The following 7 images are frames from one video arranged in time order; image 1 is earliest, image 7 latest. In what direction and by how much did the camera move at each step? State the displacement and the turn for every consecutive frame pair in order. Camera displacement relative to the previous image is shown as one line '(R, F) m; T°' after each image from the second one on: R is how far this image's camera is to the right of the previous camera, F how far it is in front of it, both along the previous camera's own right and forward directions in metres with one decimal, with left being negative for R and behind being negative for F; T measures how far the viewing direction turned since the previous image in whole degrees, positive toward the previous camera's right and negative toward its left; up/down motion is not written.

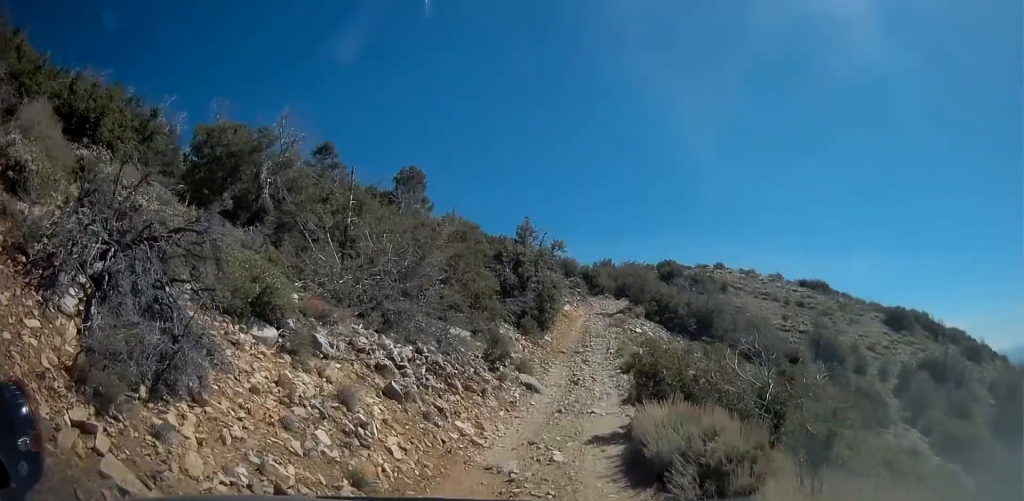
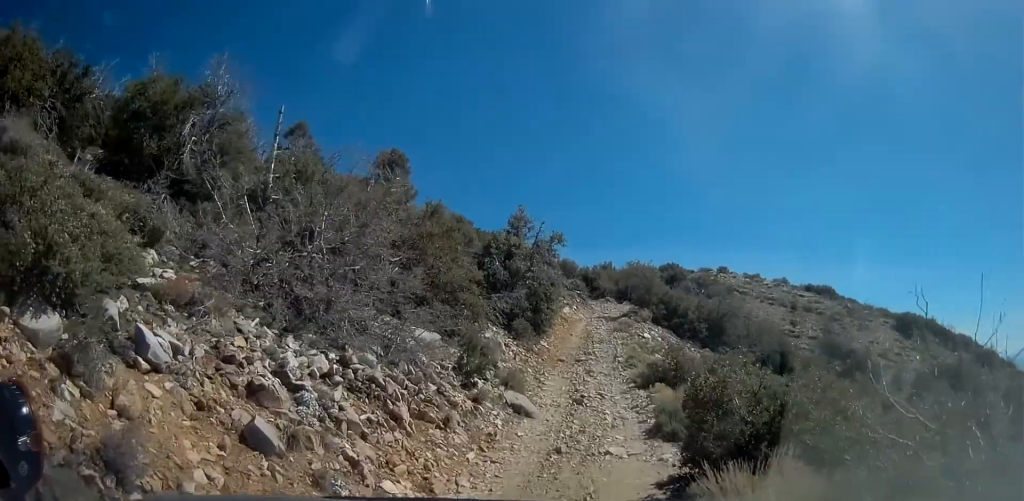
(+0.8, +4.1) m; +2°
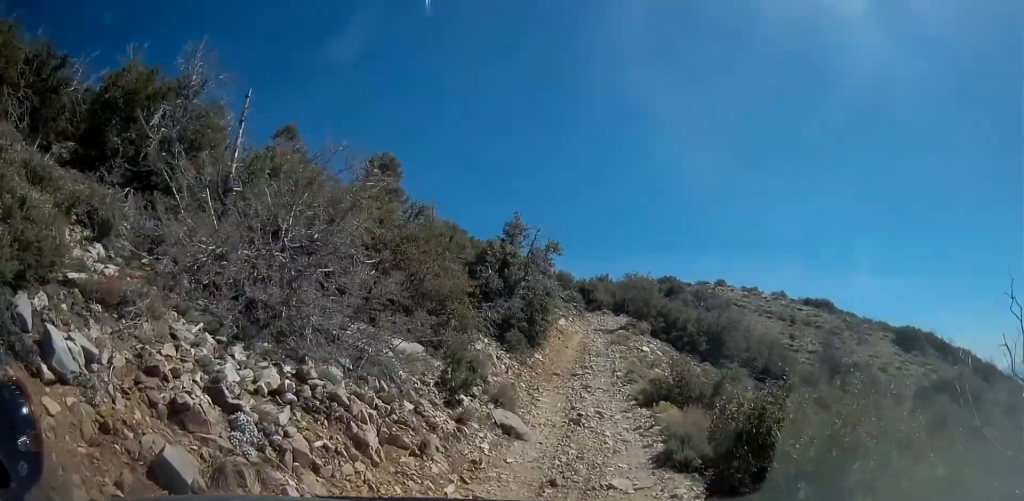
(+0.1, +1.2) m; -4°
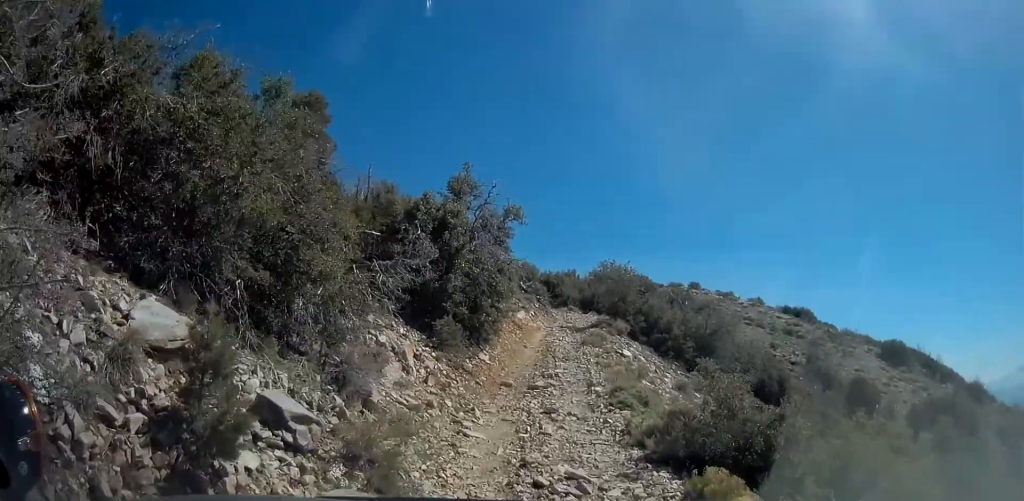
(+0.6, +6.8) m; +18°
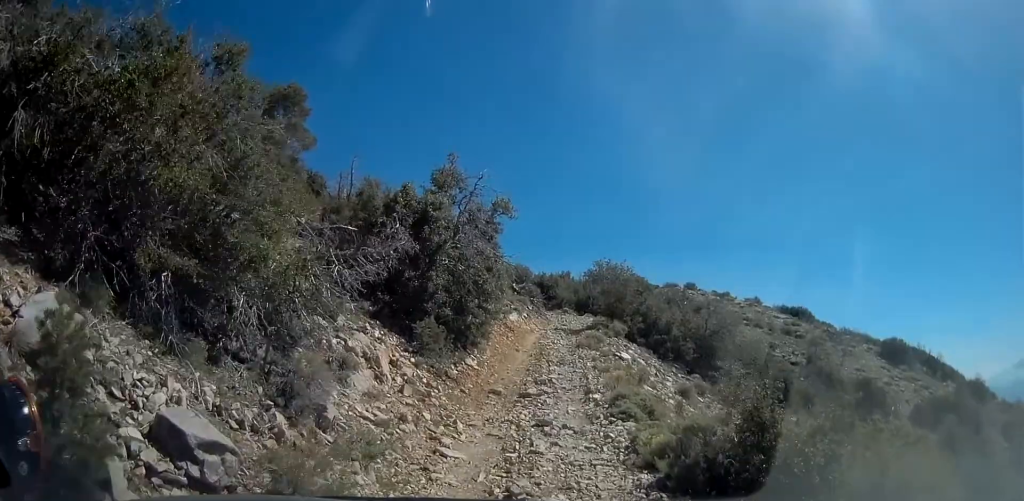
(0.0, +1.5) m; -6°
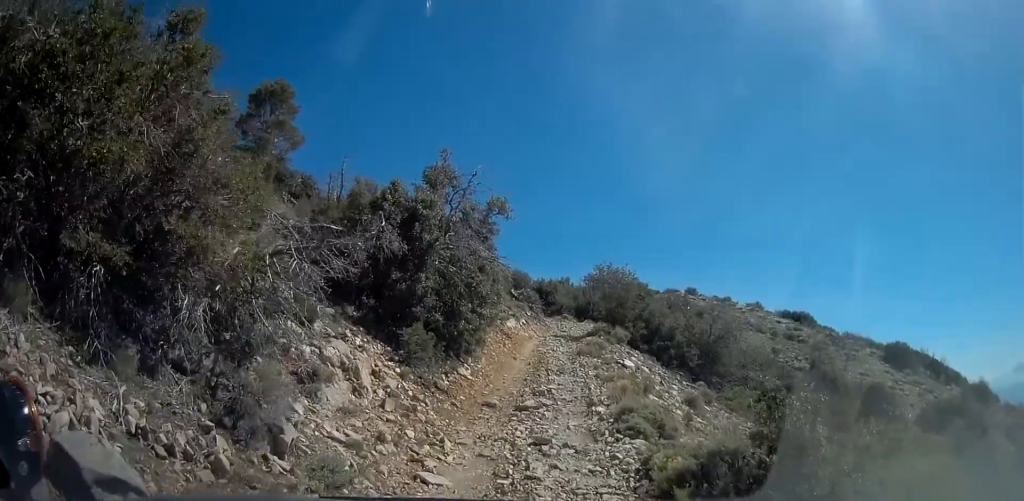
(+0.2, +1.2) m; -8°
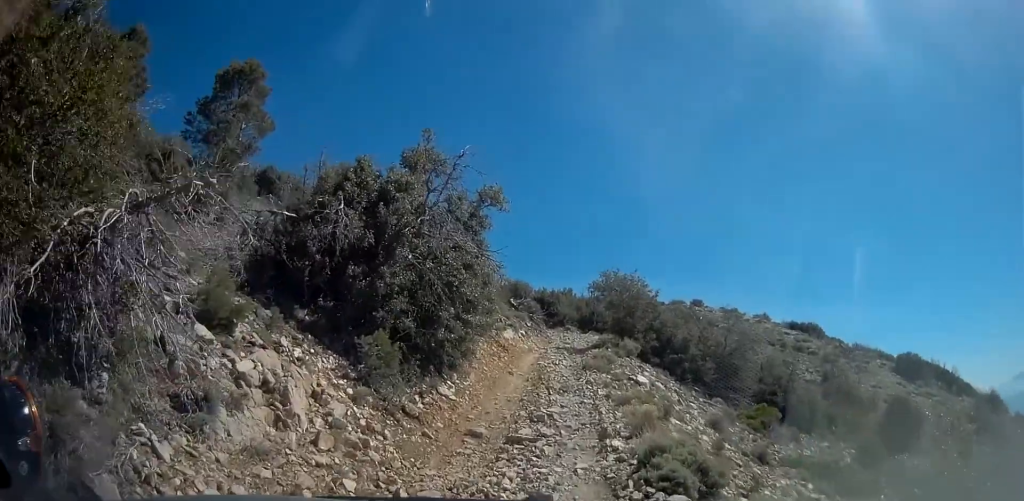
(-0.6, +2.7) m; -1°
